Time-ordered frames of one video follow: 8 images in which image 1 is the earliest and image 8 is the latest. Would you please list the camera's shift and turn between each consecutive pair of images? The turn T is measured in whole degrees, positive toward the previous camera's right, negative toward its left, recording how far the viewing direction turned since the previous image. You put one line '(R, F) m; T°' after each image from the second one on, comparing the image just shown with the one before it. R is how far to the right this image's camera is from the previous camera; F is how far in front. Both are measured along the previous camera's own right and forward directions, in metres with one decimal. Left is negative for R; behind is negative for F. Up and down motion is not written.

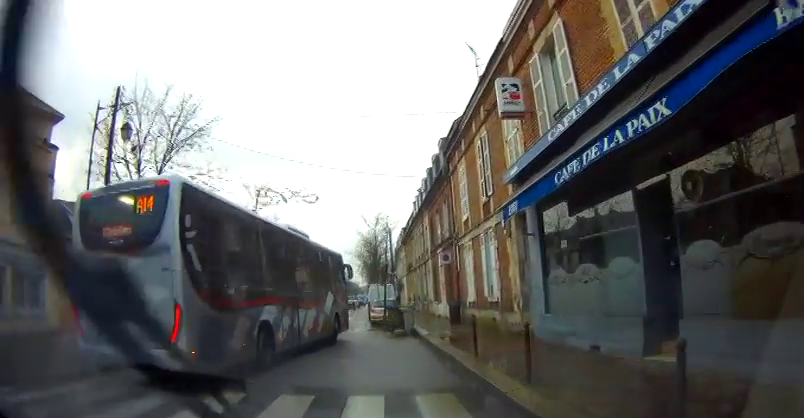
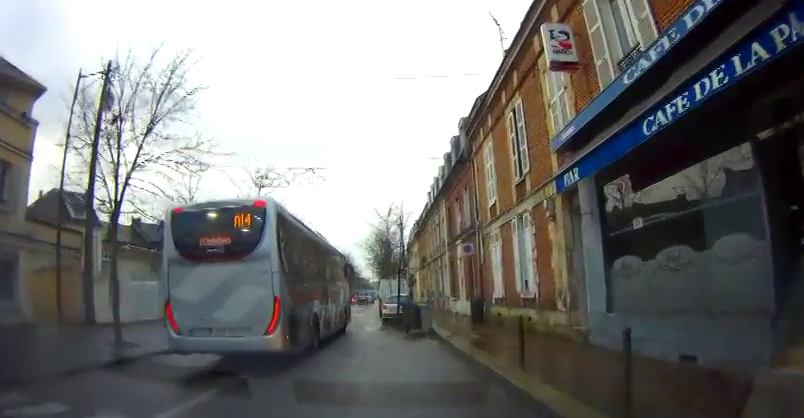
(0.0, +2.5) m; -5°
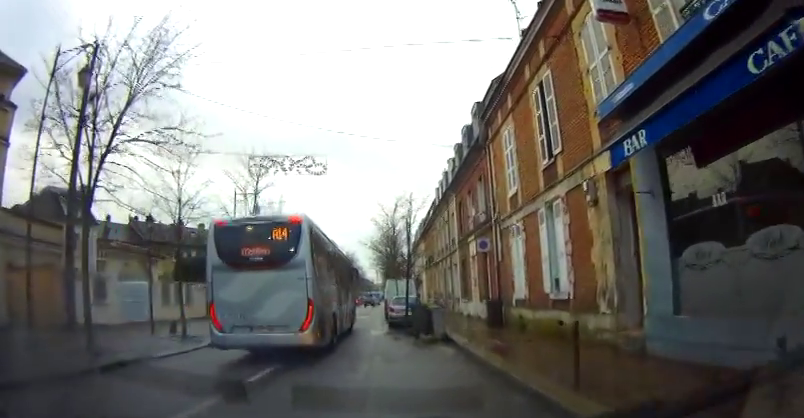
(-0.1, +1.8) m; -4°
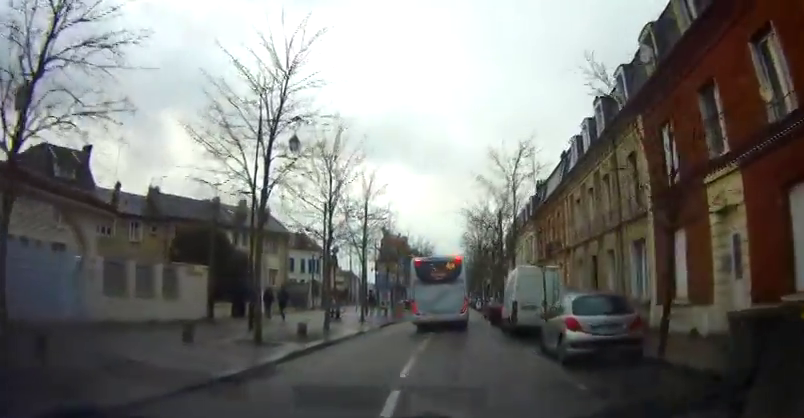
(-1.5, +12.0) m; -4°
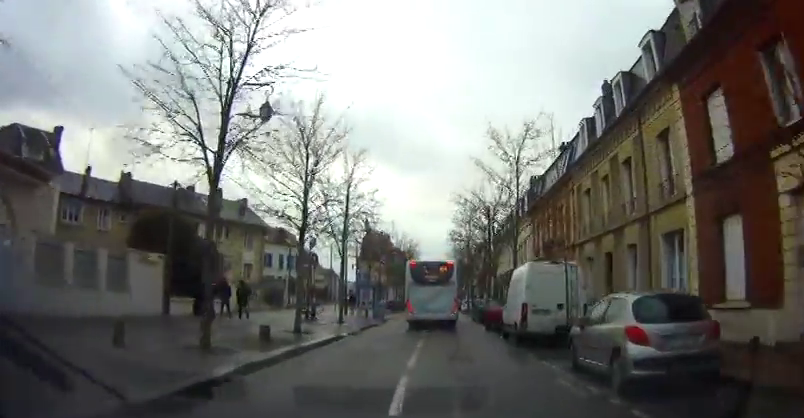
(+0.2, +2.8) m; +3°
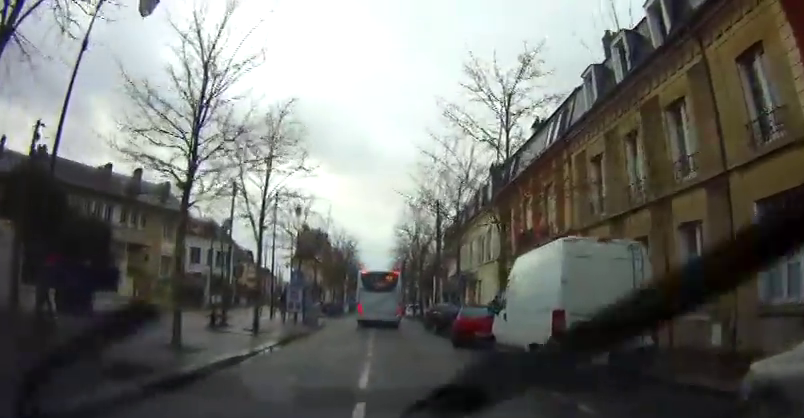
(+0.2, +6.2) m; +2°
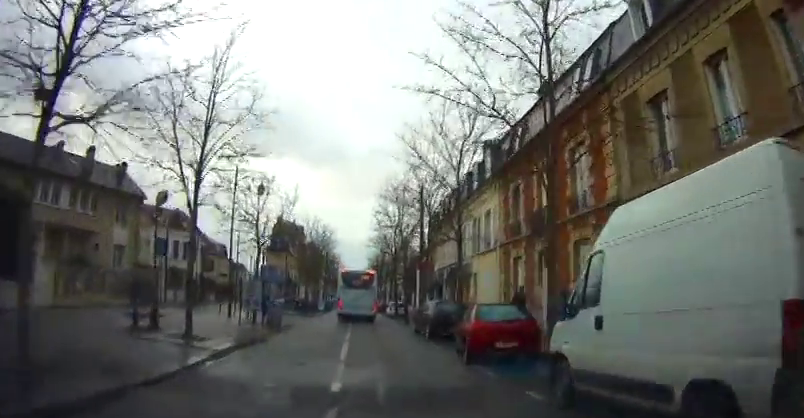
(0.0, +5.2) m; +3°
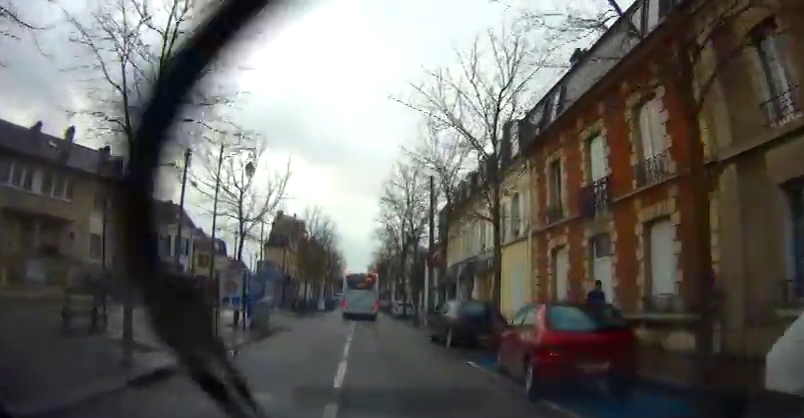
(+0.1, +4.1) m; +3°
